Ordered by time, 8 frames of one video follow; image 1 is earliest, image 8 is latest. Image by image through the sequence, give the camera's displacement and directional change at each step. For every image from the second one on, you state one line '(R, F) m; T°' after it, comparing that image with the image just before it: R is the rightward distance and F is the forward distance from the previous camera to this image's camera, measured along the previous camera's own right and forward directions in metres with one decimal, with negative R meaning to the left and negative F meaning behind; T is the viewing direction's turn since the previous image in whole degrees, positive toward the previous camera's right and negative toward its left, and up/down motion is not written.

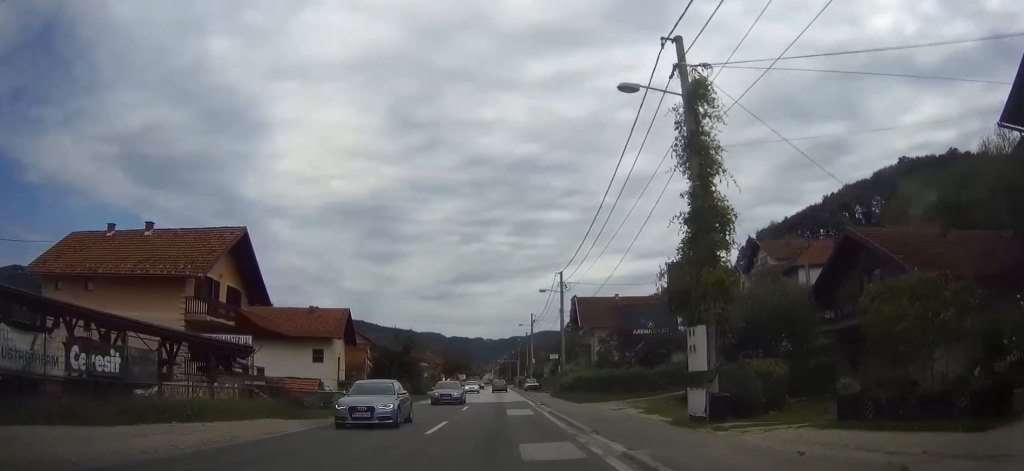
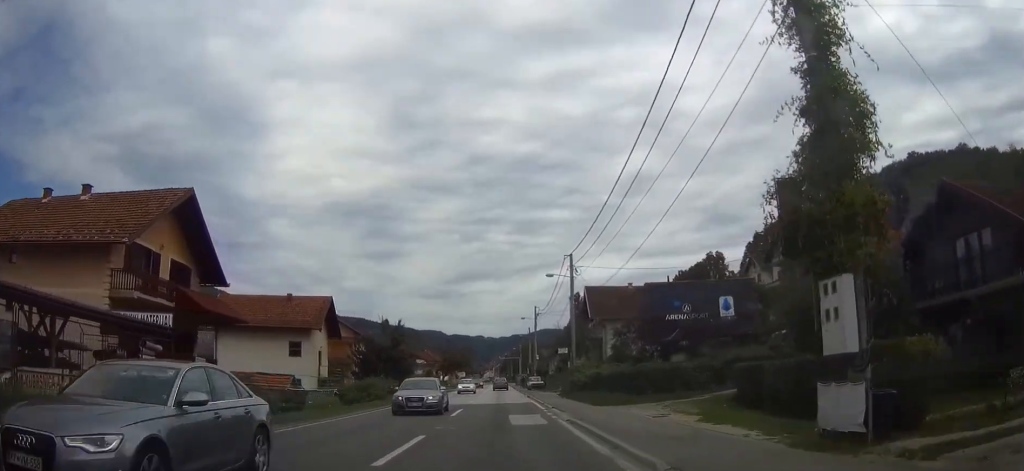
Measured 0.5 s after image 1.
(0.0, +7.2) m; 0°
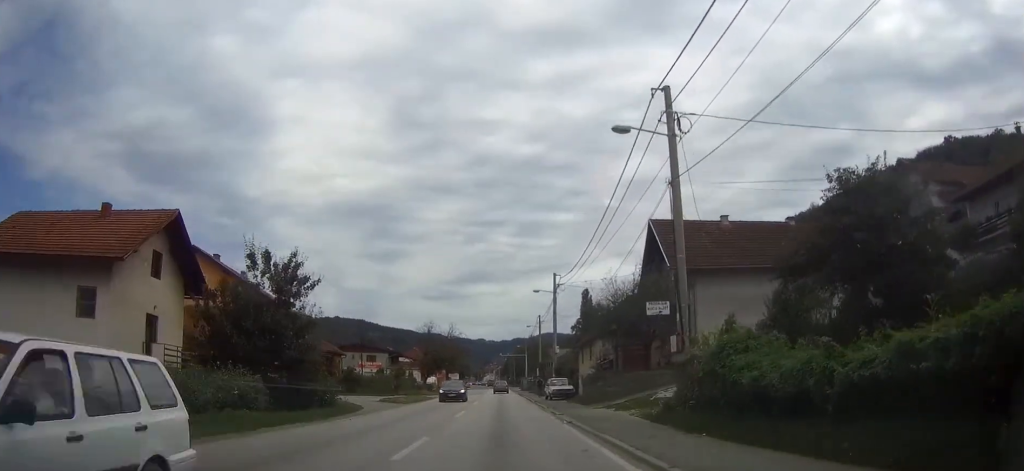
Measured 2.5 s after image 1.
(-0.3, +29.4) m; -1°
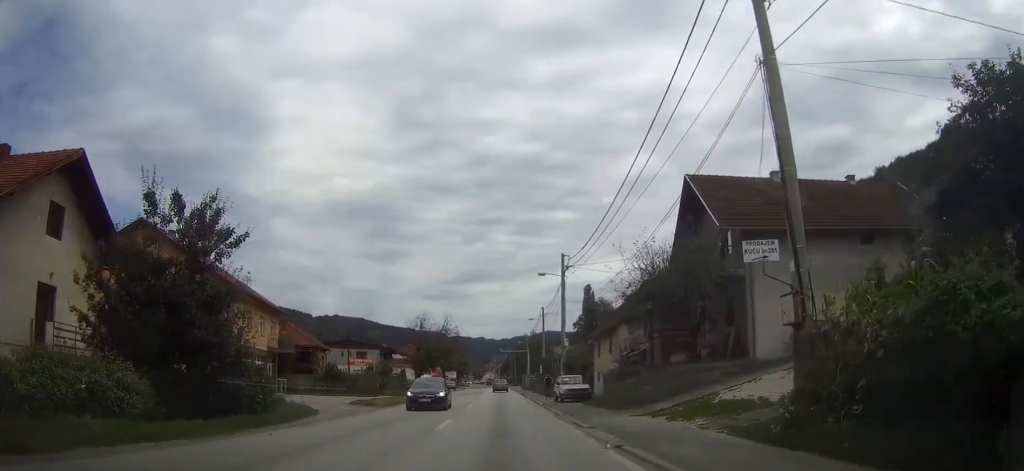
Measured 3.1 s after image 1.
(0.0, +8.2) m; 0°
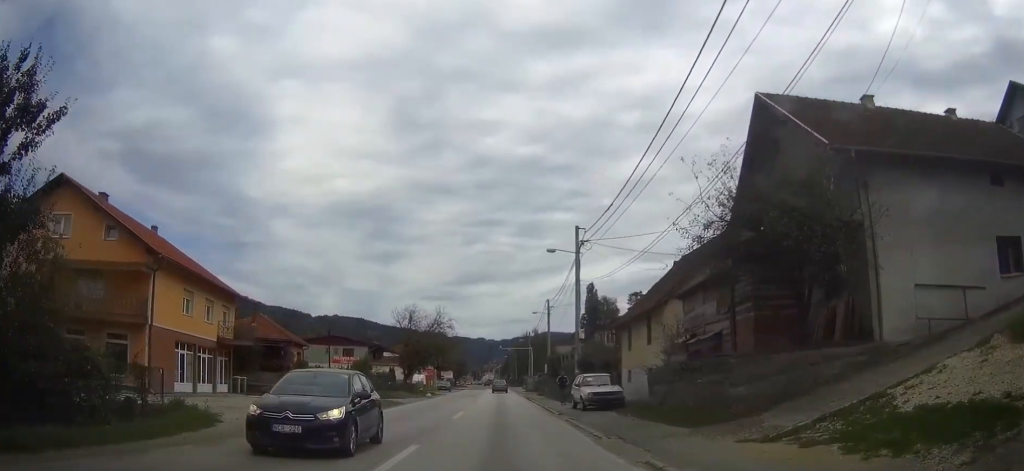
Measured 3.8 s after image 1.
(+0.1, +9.6) m; 0°
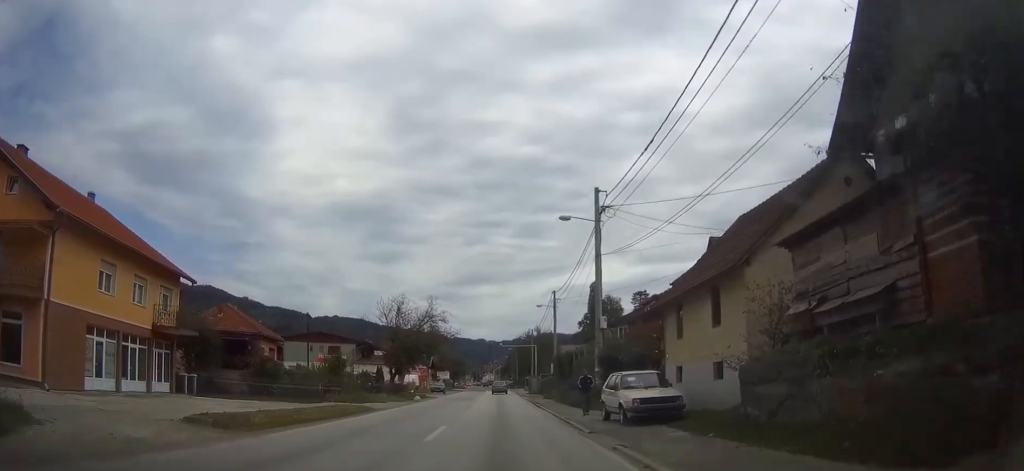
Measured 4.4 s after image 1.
(0.0, +8.7) m; 0°
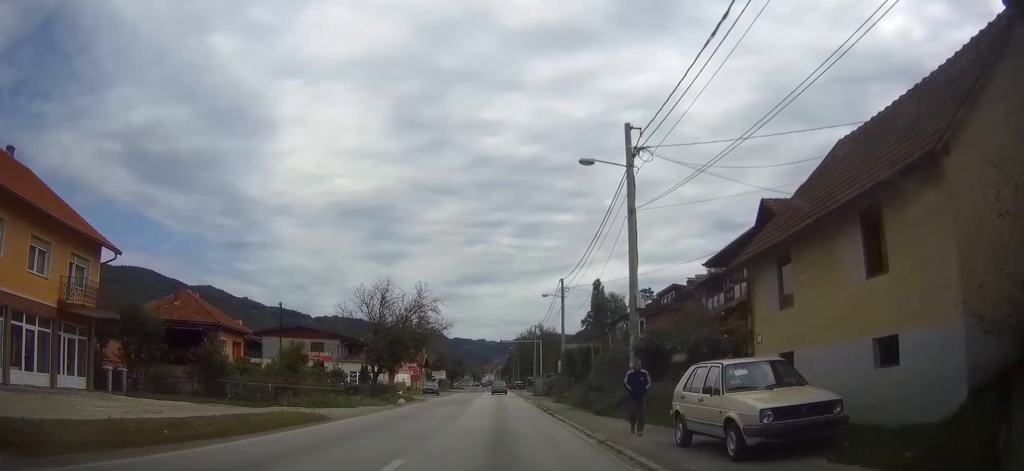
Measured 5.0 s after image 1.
(0.0, +8.7) m; 0°
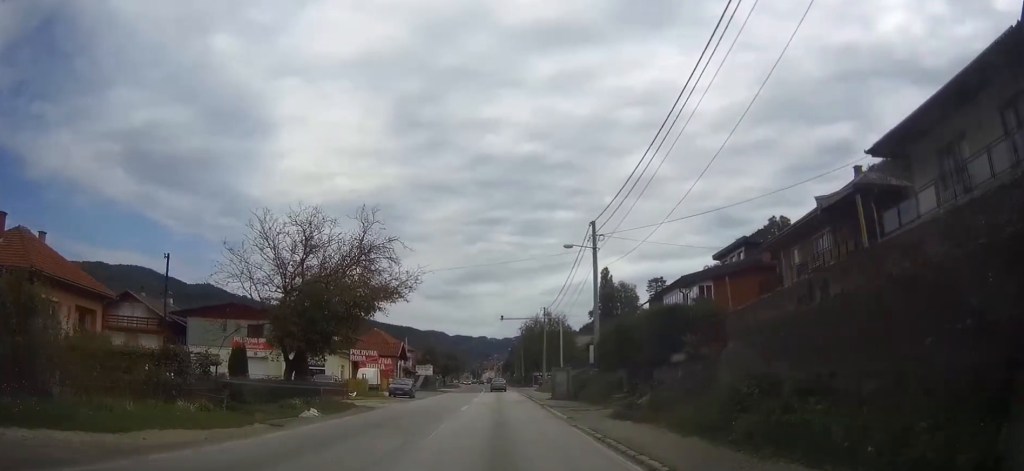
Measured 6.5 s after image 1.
(0.0, +21.7) m; 0°
